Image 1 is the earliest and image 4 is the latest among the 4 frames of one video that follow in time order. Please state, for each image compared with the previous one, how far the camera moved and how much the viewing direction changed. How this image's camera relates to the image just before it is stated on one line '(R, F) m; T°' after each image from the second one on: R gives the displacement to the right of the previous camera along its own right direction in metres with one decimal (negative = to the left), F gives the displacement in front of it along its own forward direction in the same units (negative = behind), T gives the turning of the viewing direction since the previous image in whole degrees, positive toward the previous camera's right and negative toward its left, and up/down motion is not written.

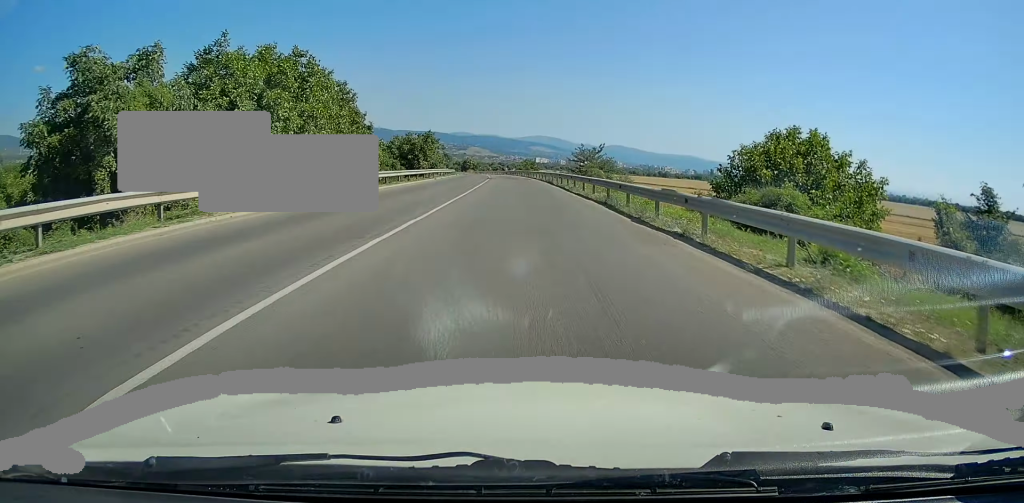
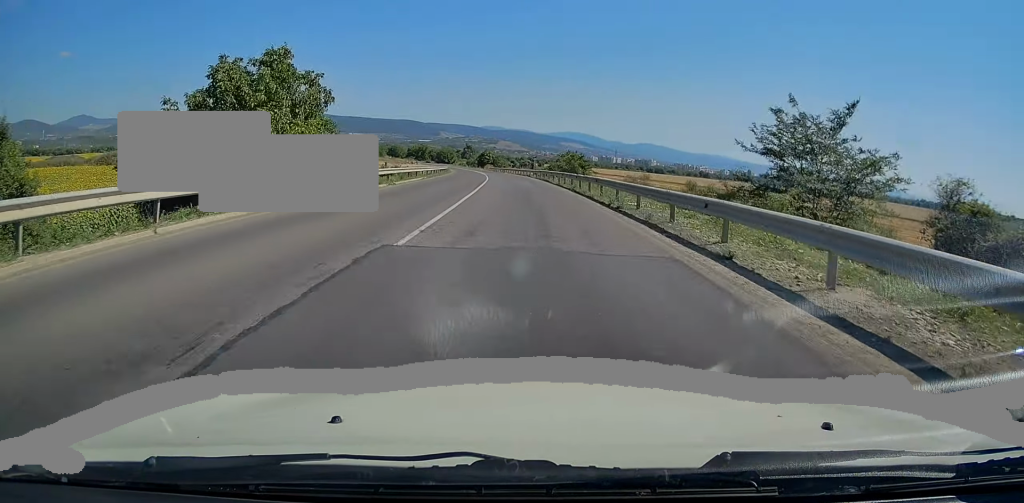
(-0.6, +57.9) m; -2°
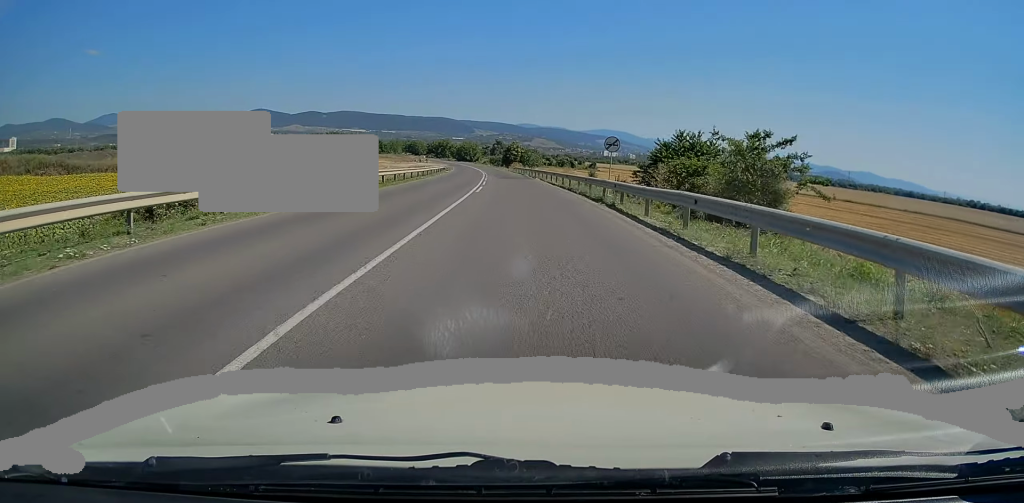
(-1.5, +49.3) m; -4°
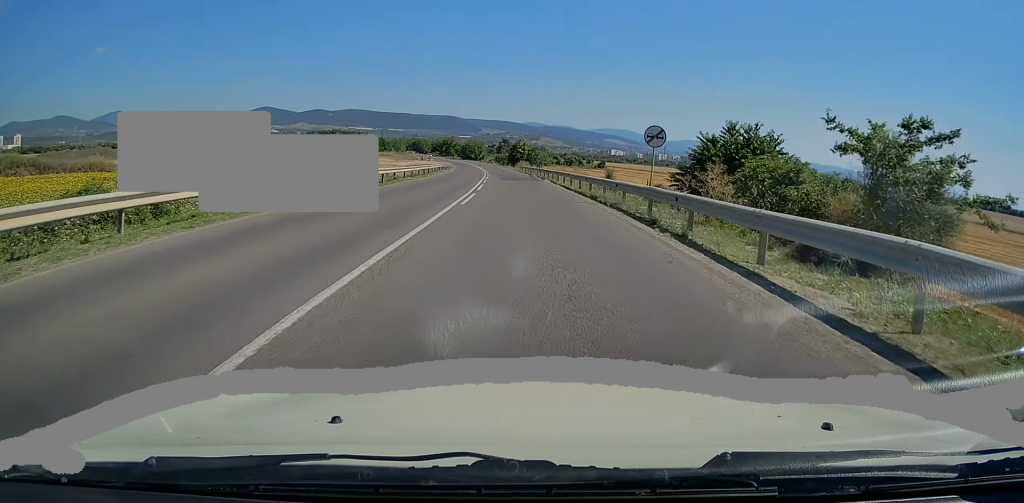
(0.0, +8.3) m; -1°
